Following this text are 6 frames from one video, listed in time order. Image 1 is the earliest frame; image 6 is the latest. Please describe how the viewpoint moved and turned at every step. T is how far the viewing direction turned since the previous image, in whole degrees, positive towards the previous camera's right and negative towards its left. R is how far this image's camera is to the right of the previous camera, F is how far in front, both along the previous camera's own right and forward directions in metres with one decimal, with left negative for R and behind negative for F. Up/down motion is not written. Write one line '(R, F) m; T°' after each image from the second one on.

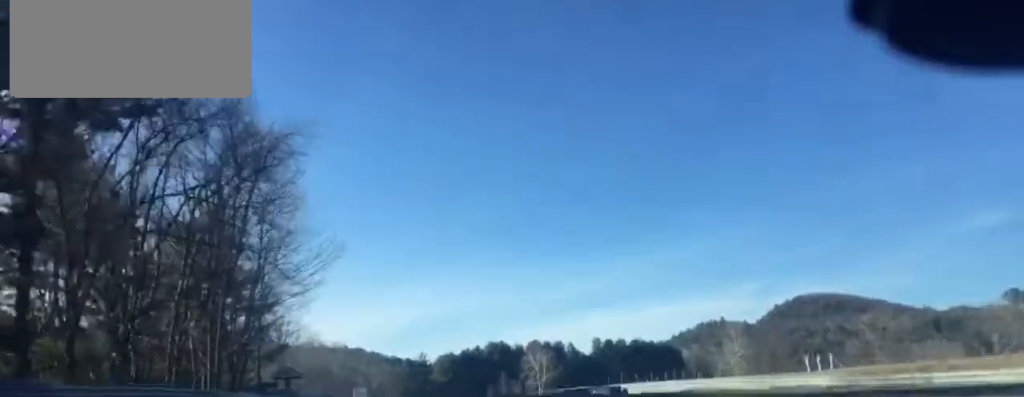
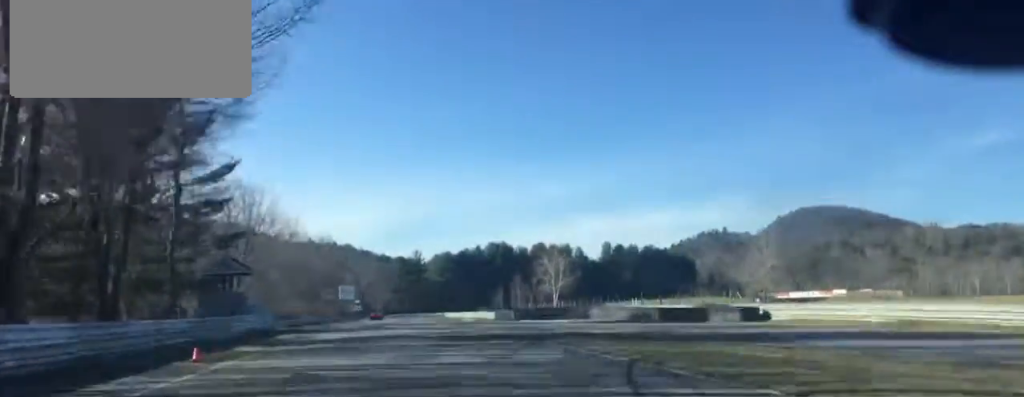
(+1.2, +31.8) m; +3°
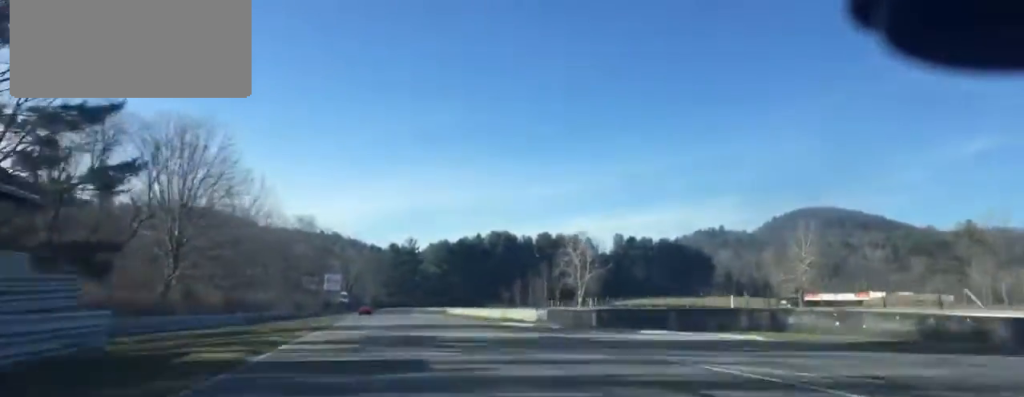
(+0.3, +33.8) m; +1°
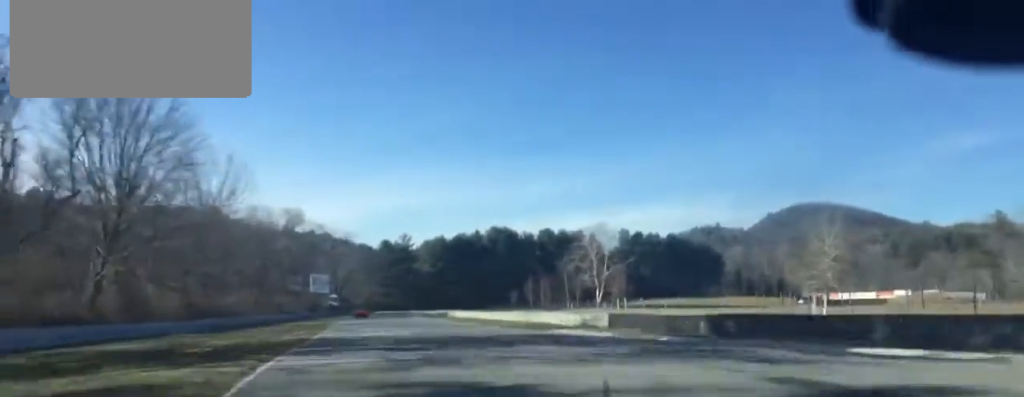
(0.0, +17.4) m; 0°
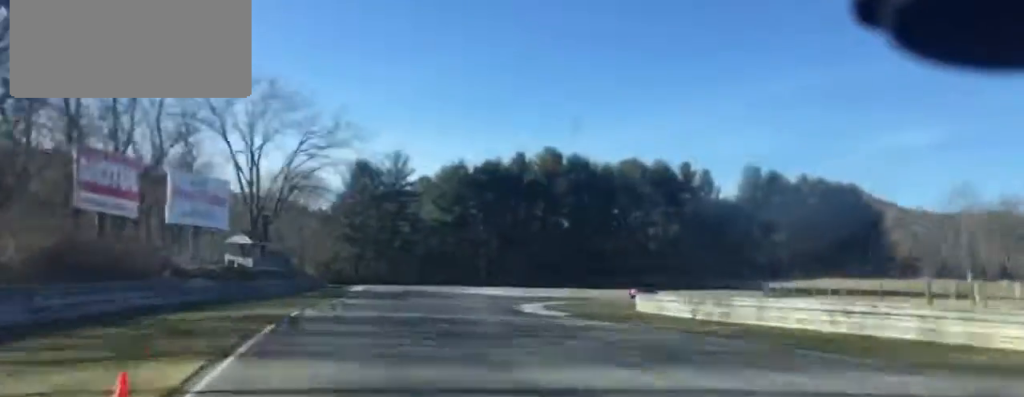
(+0.4, +116.0) m; +2°
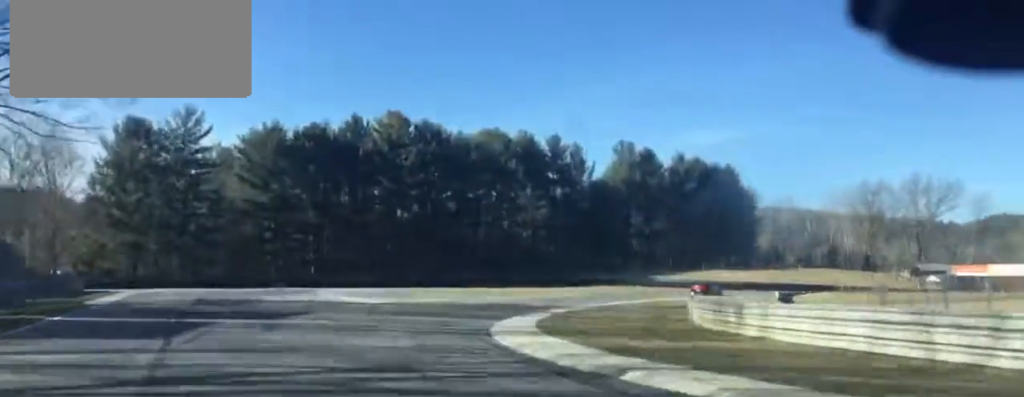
(+0.3, +31.3) m; 0°
